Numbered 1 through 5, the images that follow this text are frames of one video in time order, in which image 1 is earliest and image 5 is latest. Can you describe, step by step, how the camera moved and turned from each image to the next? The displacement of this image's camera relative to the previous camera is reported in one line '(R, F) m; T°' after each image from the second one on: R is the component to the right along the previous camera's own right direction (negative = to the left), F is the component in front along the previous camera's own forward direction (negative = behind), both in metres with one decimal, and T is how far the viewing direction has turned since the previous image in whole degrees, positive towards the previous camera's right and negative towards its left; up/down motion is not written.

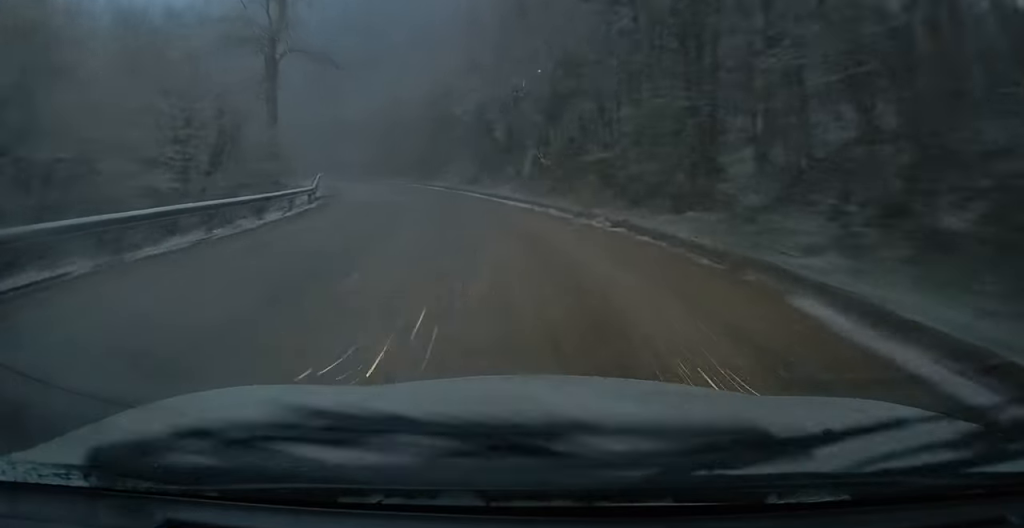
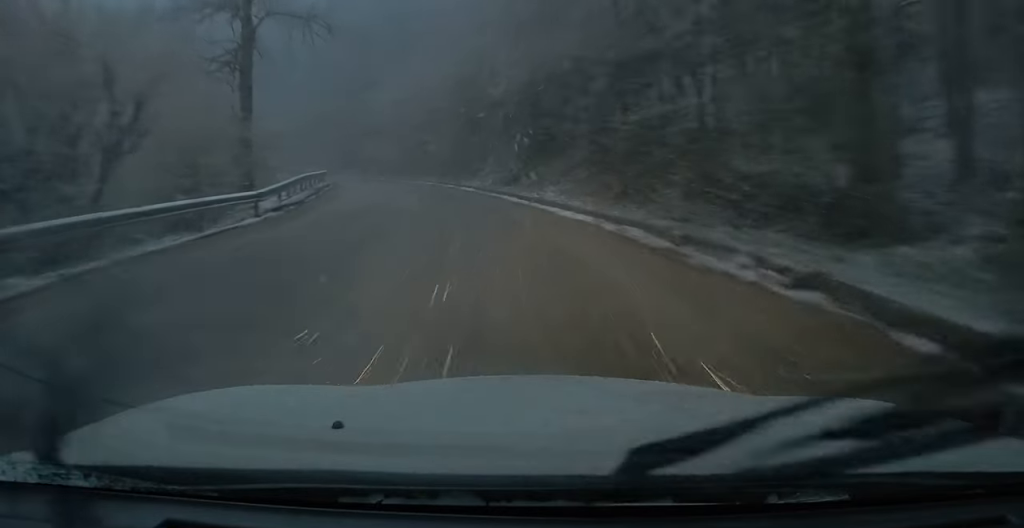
(-0.1, +8.8) m; -2°
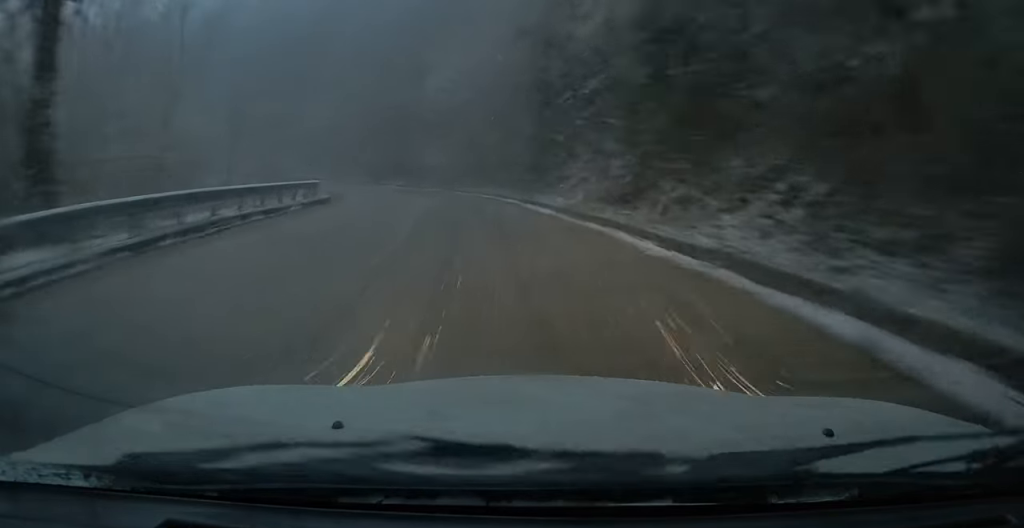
(-0.7, +16.0) m; -7°
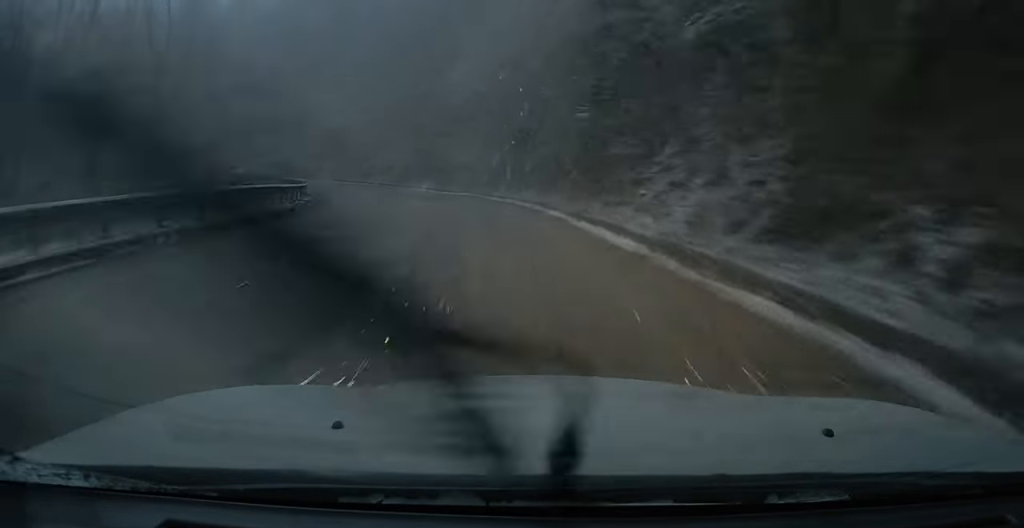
(-0.4, +8.9) m; -5°
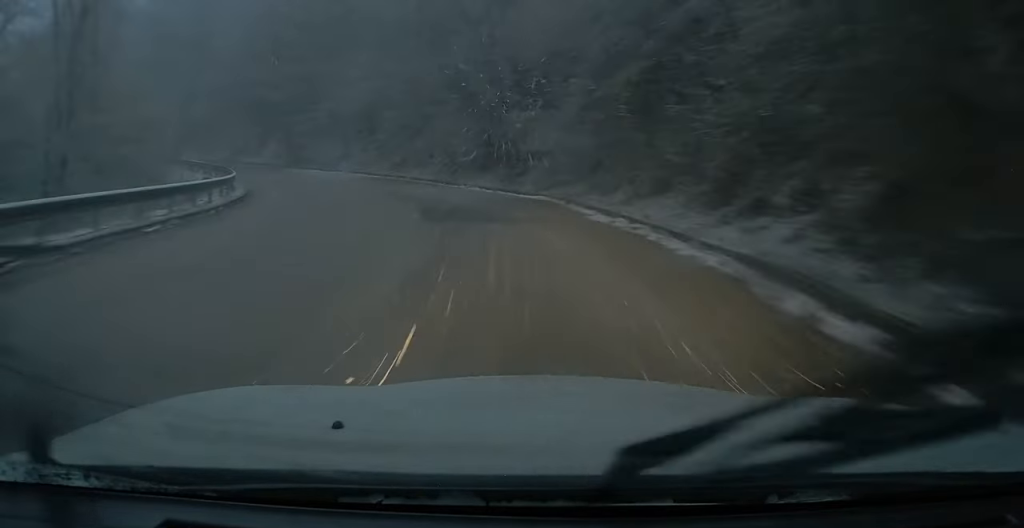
(-1.7, +19.4) m; -11°
